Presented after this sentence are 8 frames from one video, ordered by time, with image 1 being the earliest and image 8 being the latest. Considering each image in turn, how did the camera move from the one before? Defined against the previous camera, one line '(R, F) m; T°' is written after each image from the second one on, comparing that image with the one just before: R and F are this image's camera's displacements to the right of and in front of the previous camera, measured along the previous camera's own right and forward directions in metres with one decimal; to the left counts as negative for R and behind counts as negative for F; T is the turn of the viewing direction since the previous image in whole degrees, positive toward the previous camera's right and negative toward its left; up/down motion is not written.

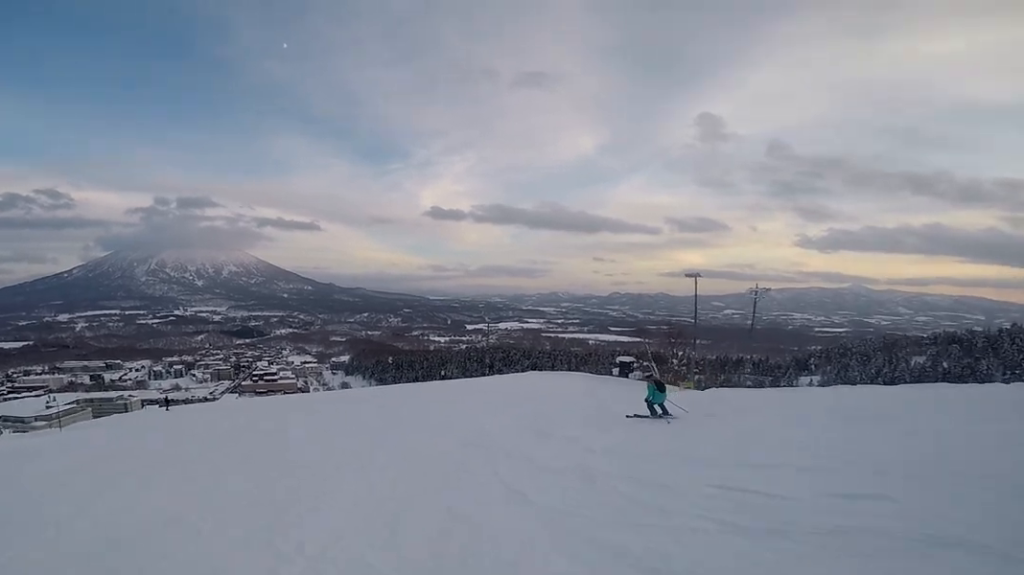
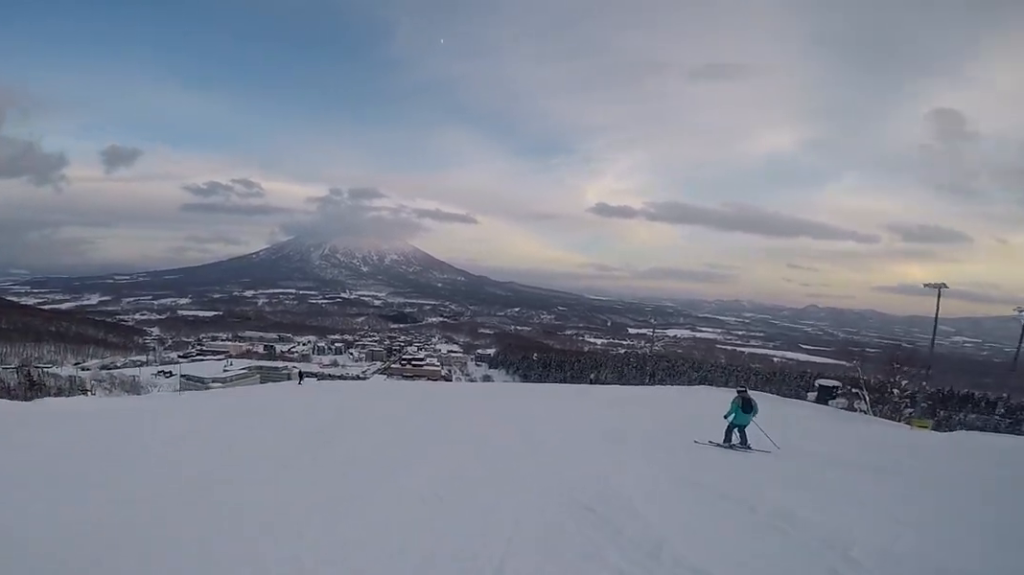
(0.0, +3.9) m; -5°
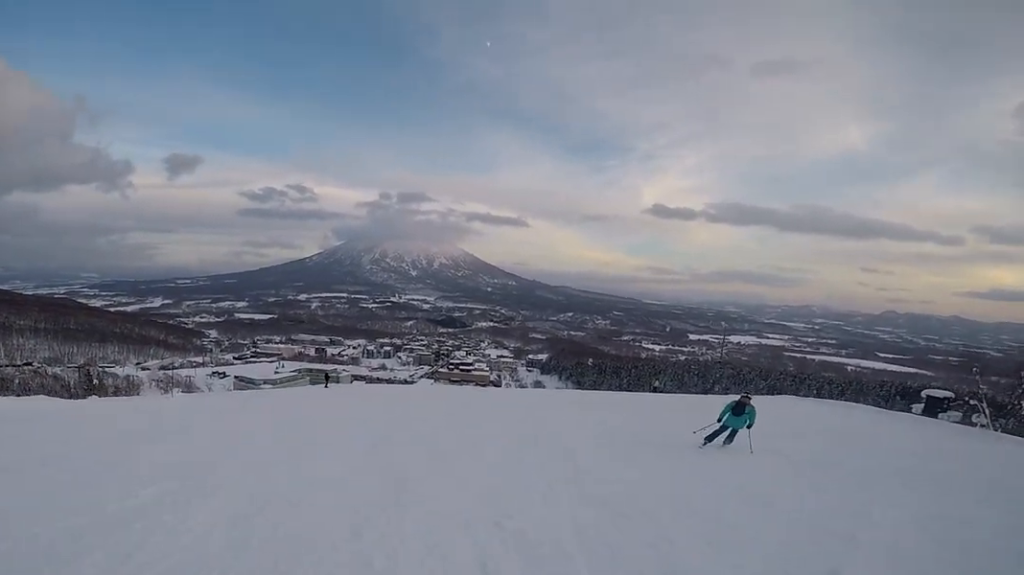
(-0.5, +4.3) m; -7°
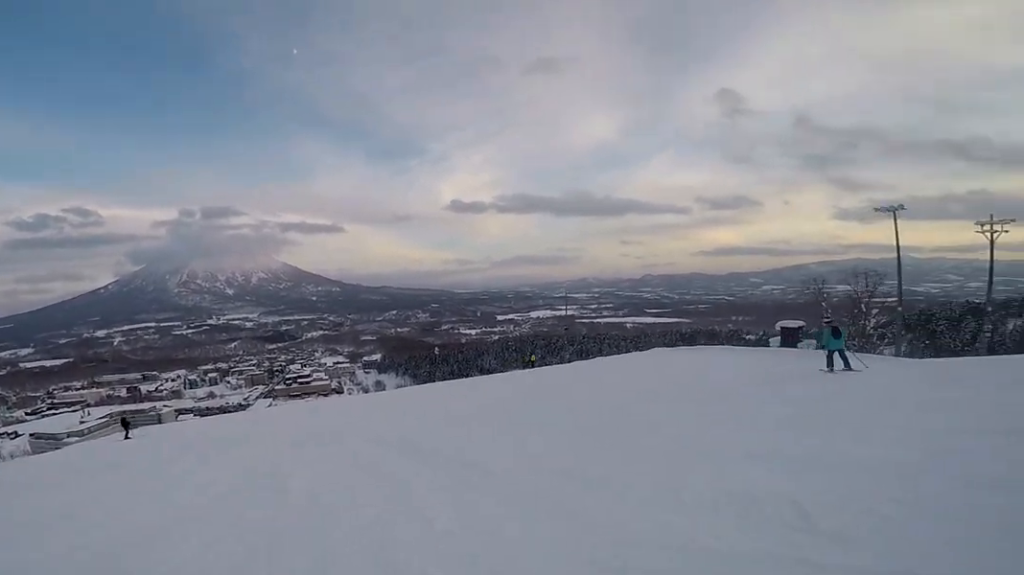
(-0.4, +9.7) m; +3°
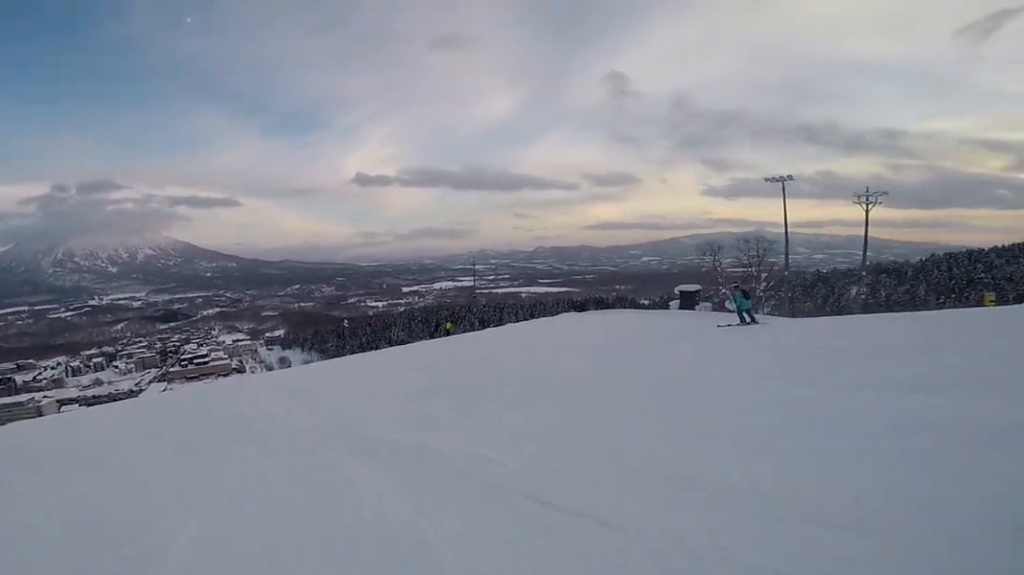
(0.0, +2.5) m; +4°
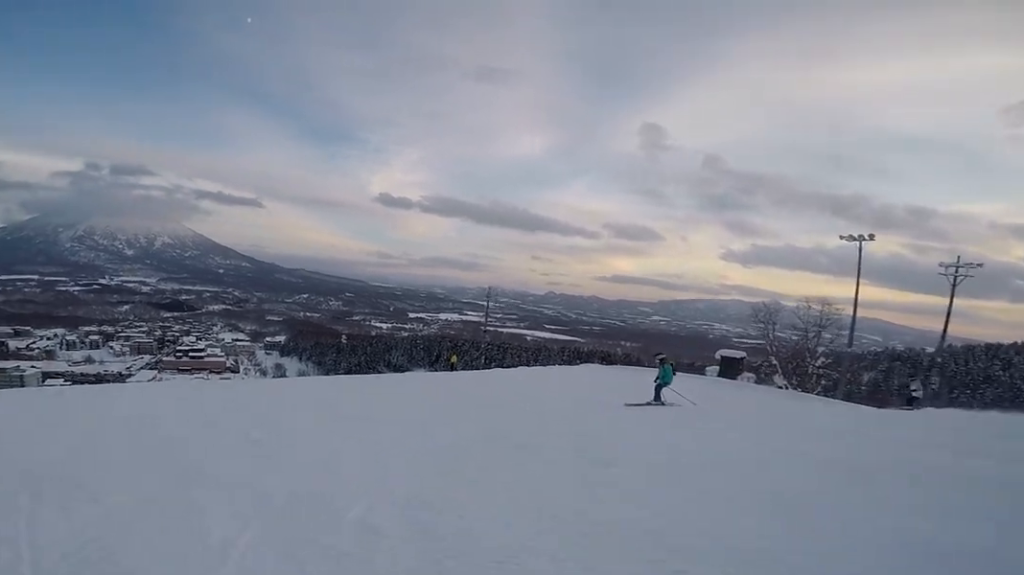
(+0.7, +6.7) m; -1°
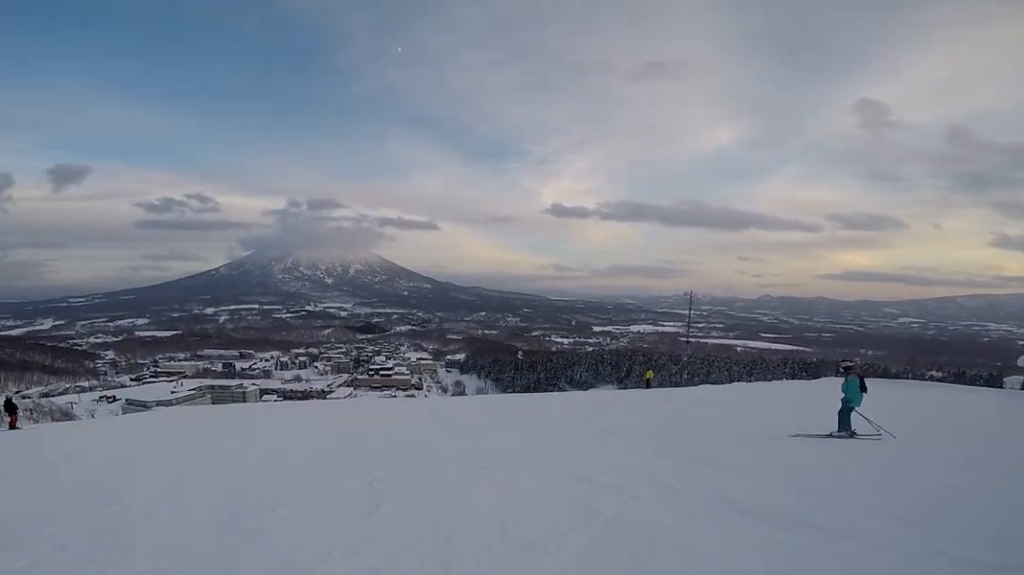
(0.0, +2.7) m; -8°
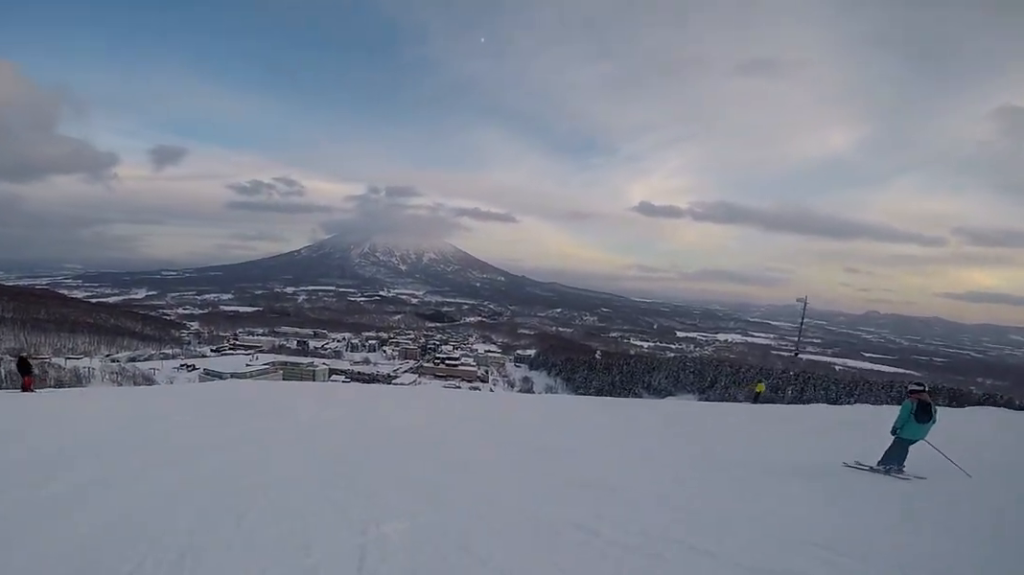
(-0.4, +3.5) m; -17°
